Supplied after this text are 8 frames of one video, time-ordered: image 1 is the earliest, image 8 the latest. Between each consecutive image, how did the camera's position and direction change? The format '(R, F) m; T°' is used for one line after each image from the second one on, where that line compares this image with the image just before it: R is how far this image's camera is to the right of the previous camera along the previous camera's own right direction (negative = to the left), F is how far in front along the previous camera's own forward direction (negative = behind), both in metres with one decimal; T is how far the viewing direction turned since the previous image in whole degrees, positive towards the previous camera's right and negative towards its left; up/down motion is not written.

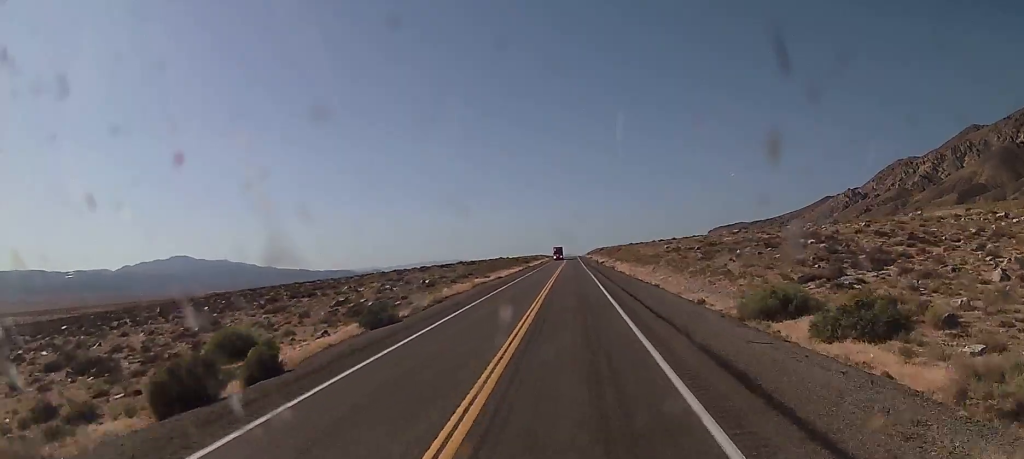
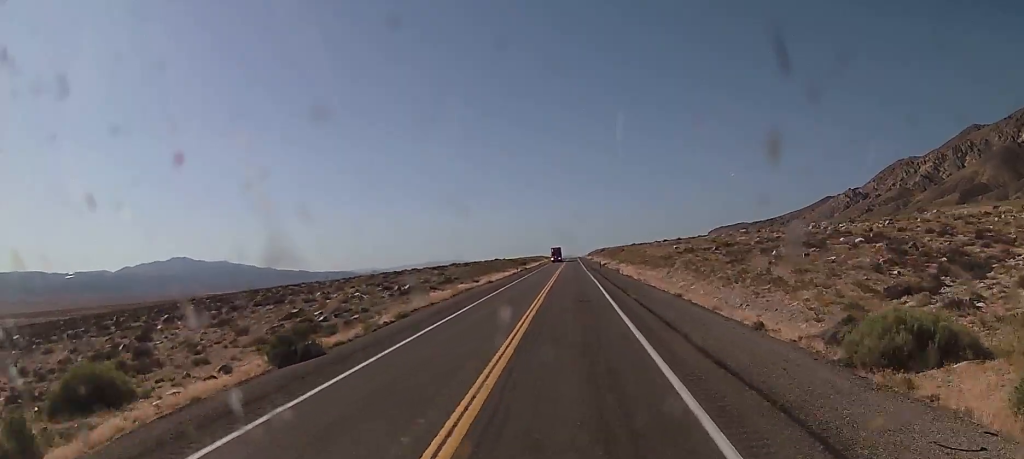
(0.0, +10.5) m; 0°
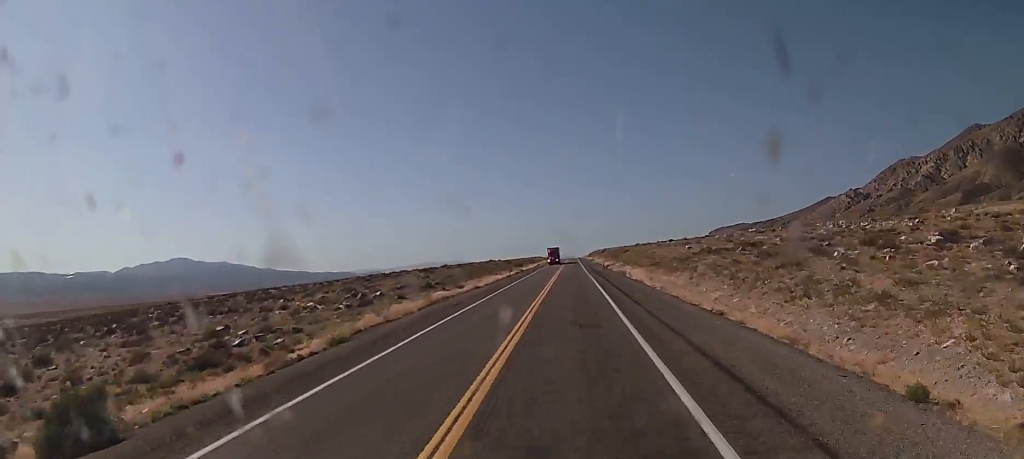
(0.0, +11.4) m; 0°
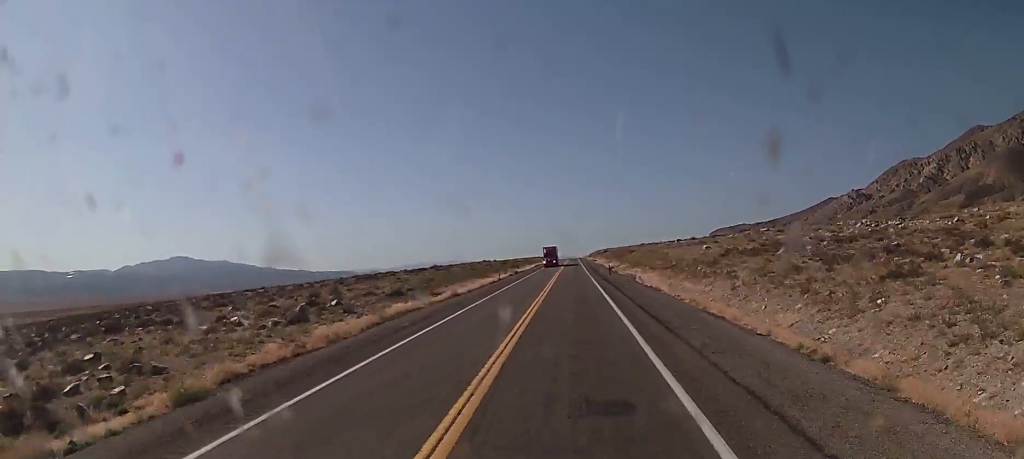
(+0.1, +12.3) m; 0°
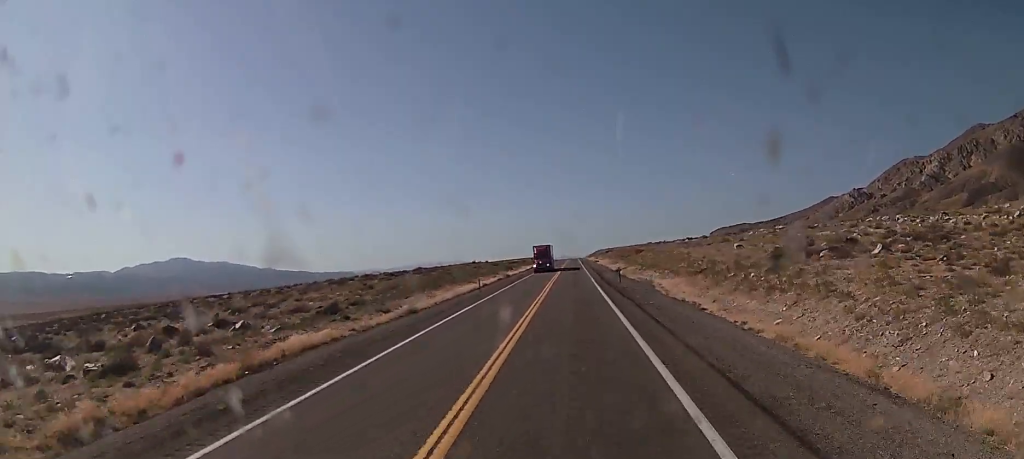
(+0.1, +15.8) m; 0°
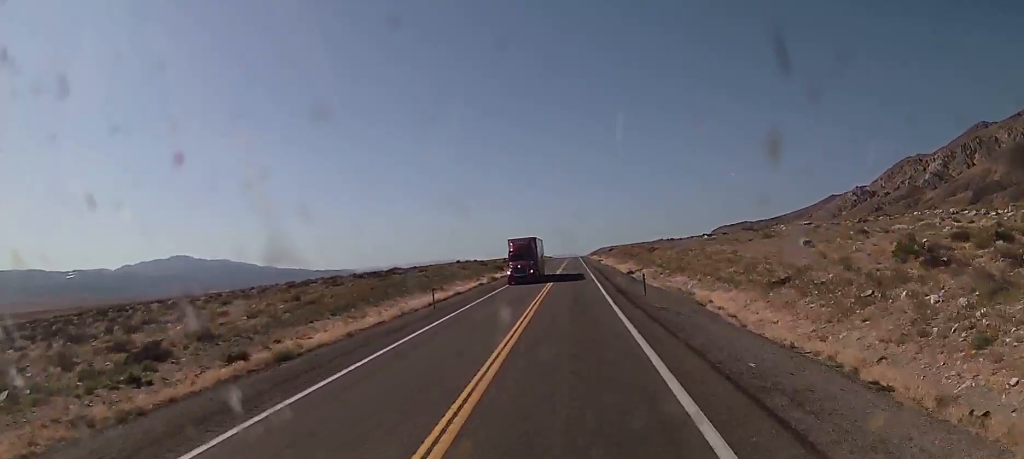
(-0.1, +19.4) m; -1°
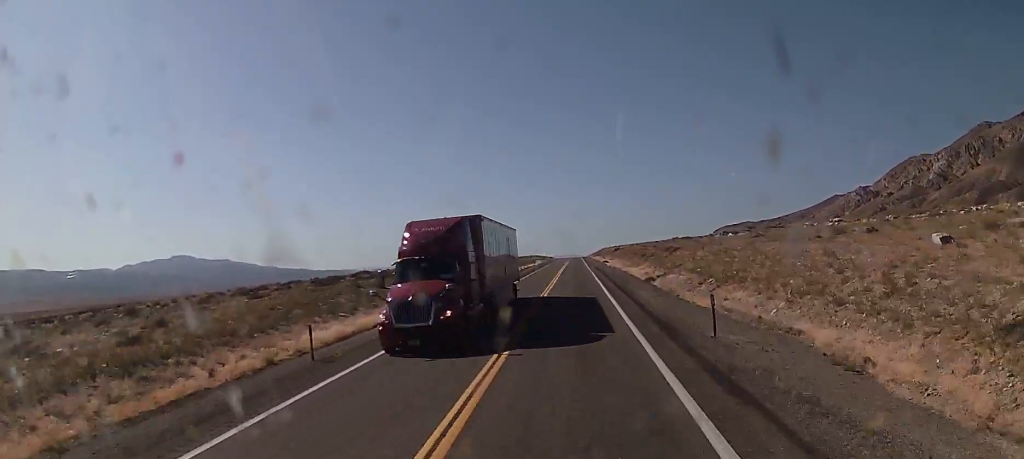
(-0.1, +18.5) m; 0°
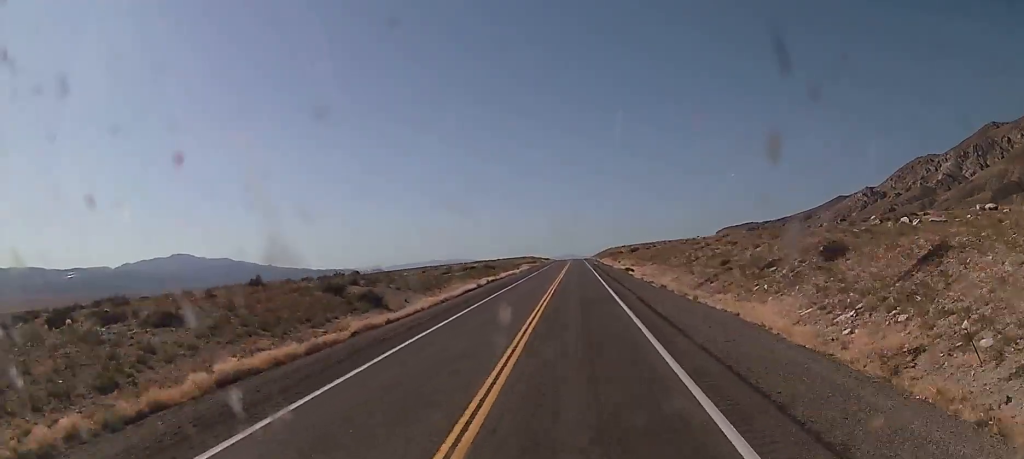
(+0.5, +57.3) m; 0°
